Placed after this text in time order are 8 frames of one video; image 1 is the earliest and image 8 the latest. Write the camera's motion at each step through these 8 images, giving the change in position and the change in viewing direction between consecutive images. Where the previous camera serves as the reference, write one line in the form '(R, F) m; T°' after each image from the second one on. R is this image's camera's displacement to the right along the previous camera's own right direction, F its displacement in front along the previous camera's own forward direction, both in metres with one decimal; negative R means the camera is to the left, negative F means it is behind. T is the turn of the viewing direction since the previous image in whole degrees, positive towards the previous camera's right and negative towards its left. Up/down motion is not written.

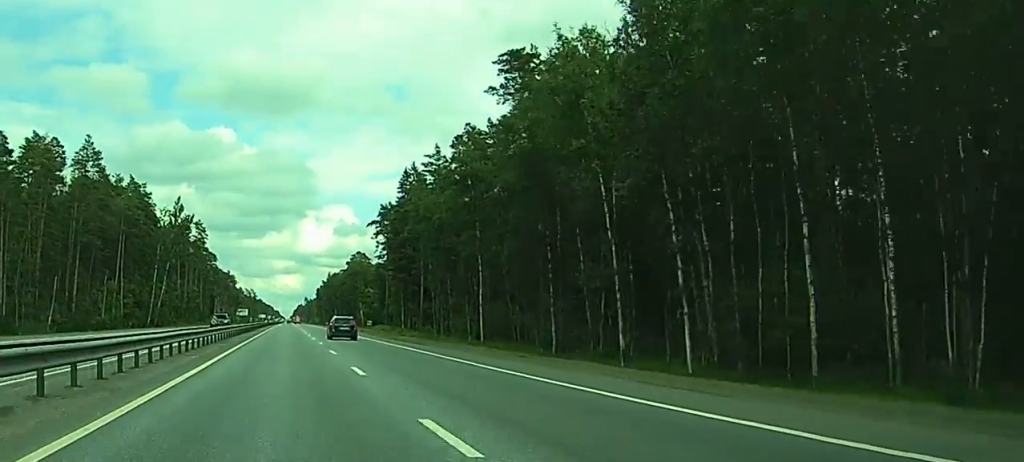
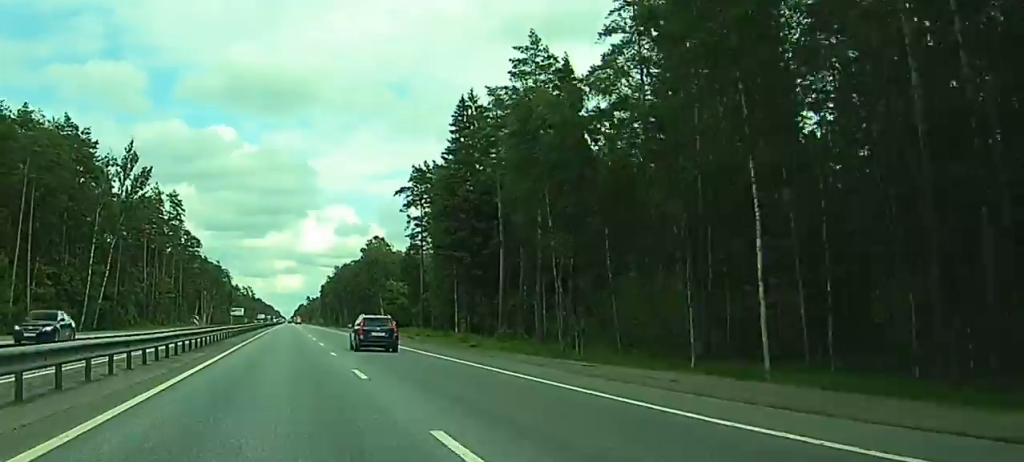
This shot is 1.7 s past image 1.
(+0.3, +49.3) m; +1°
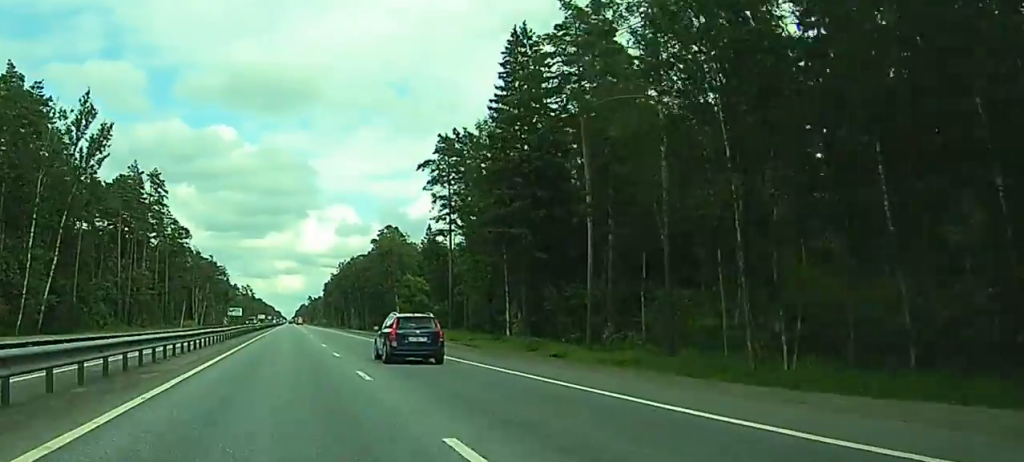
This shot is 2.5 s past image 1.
(+0.4, +24.7) m; 0°
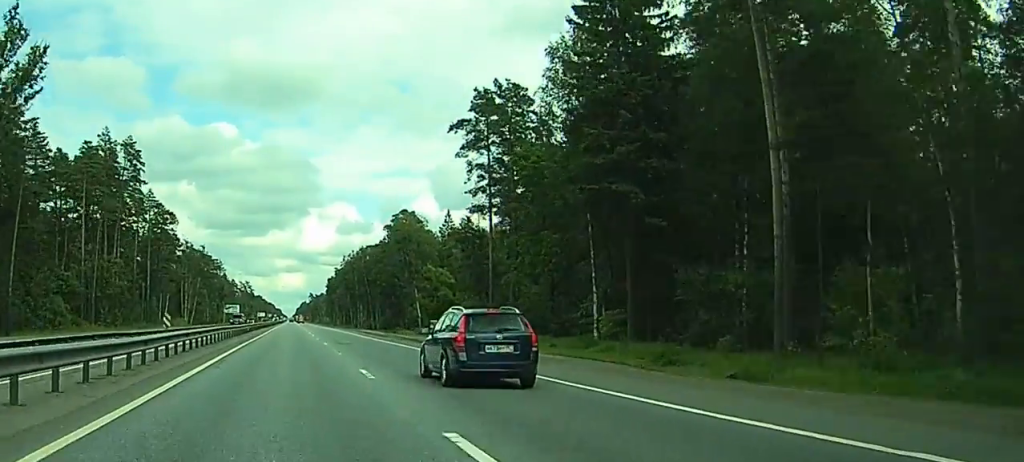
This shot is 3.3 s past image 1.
(-0.3, +23.6) m; -1°
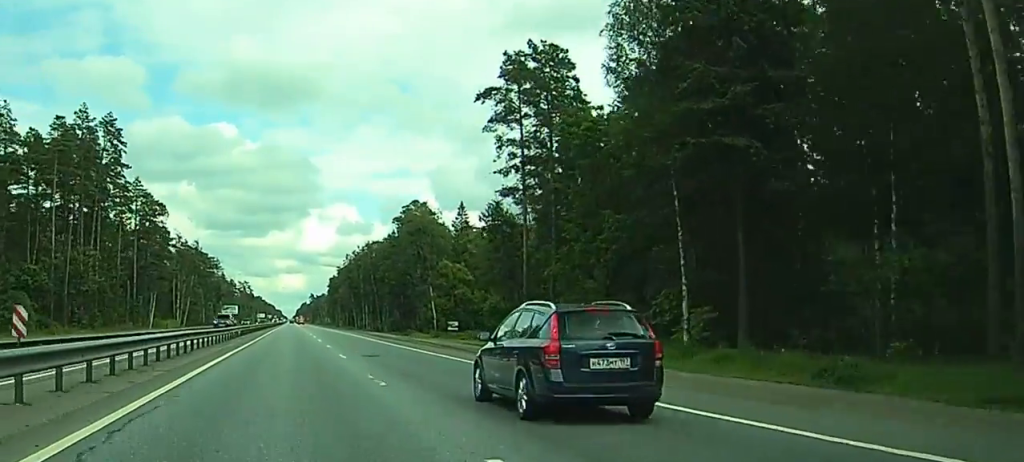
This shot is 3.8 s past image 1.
(0.0, +13.8) m; 0°
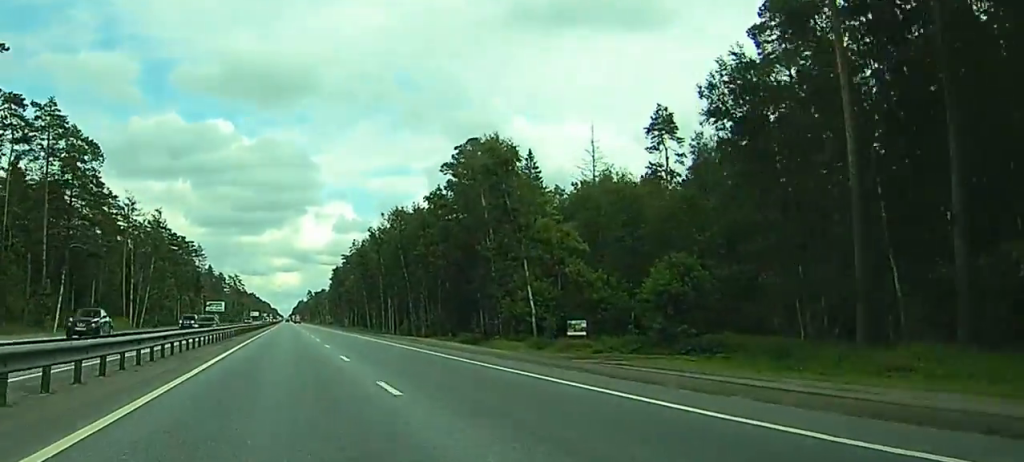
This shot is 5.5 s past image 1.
(+0.2, +50.2) m; 0°
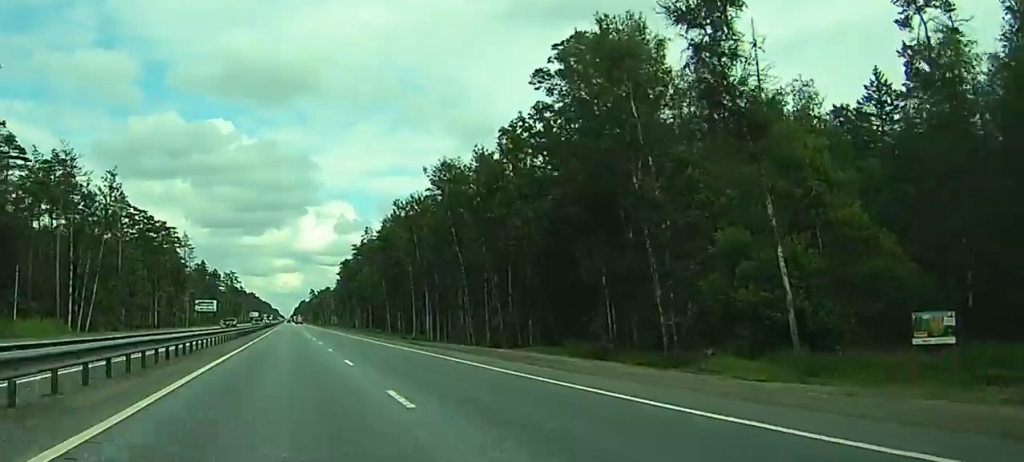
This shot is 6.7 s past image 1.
(-0.4, +37.5) m; -1°
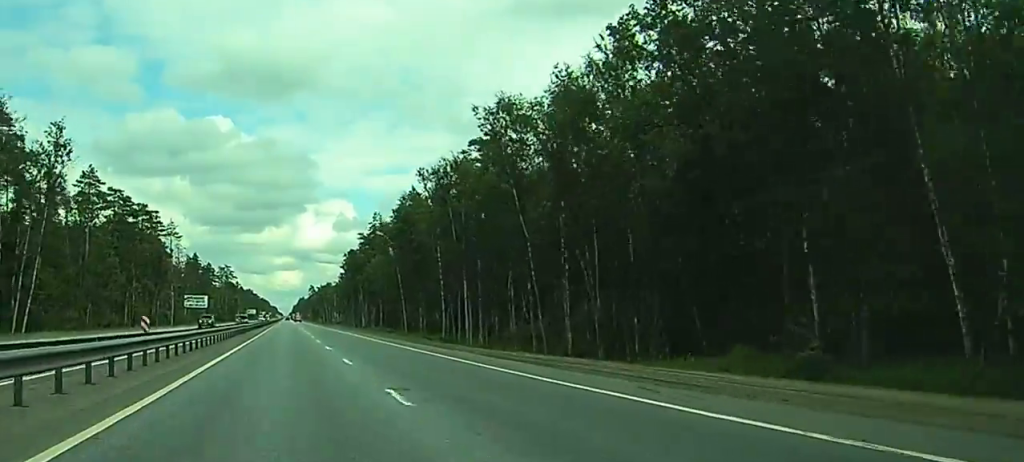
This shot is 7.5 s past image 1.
(0.0, +23.7) m; -1°
